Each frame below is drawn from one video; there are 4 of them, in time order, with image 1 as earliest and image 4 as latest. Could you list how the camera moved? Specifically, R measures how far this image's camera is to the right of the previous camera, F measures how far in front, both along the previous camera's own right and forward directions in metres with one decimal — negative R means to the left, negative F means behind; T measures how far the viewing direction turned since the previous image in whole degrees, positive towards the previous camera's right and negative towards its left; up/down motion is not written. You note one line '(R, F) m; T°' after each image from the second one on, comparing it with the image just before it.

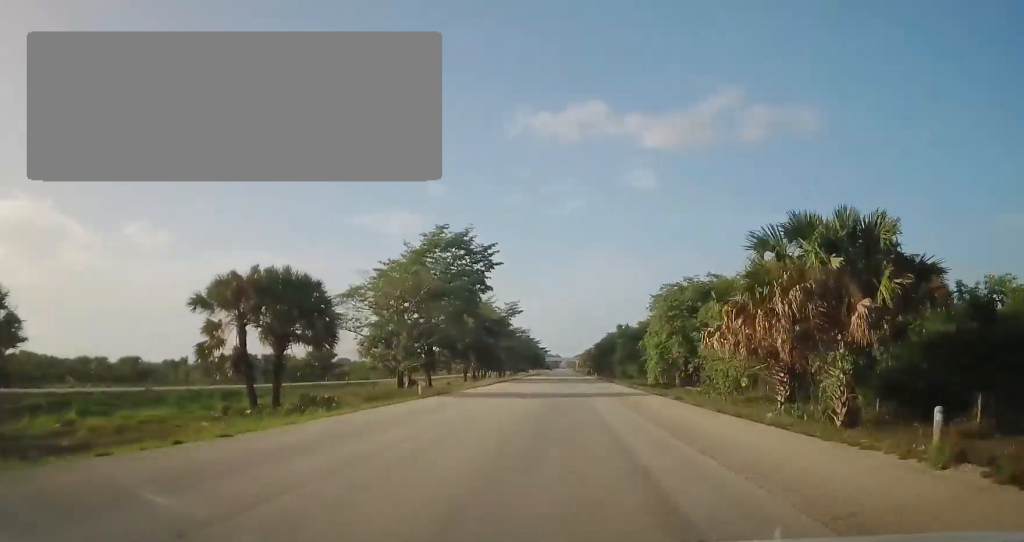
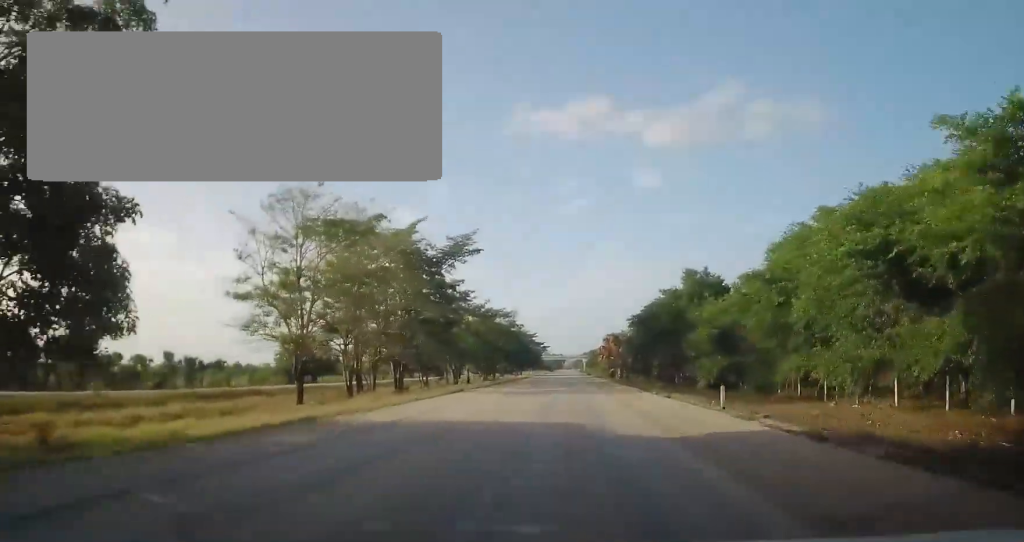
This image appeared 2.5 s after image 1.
(+0.2, +70.3) m; -1°
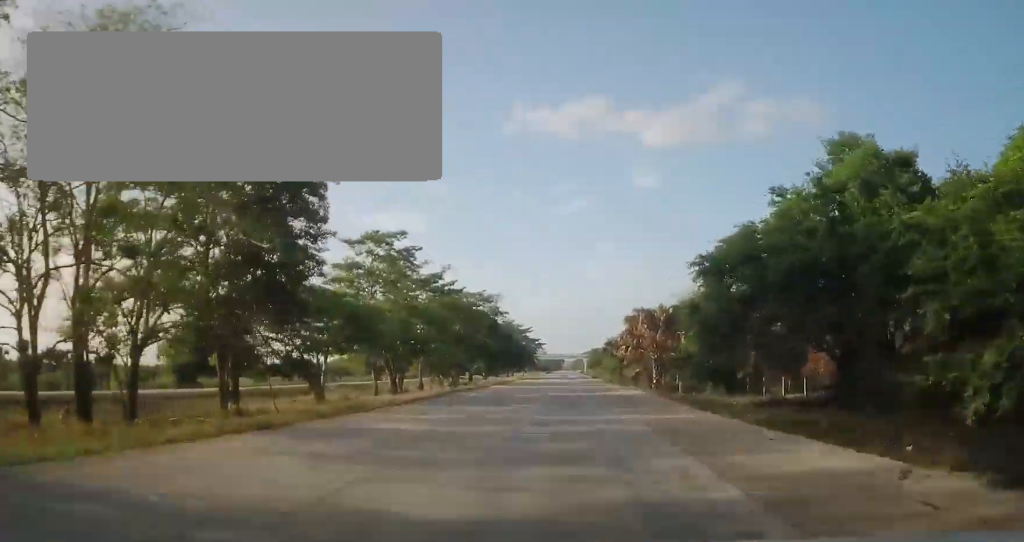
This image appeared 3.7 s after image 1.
(-0.1, +33.5) m; 0°
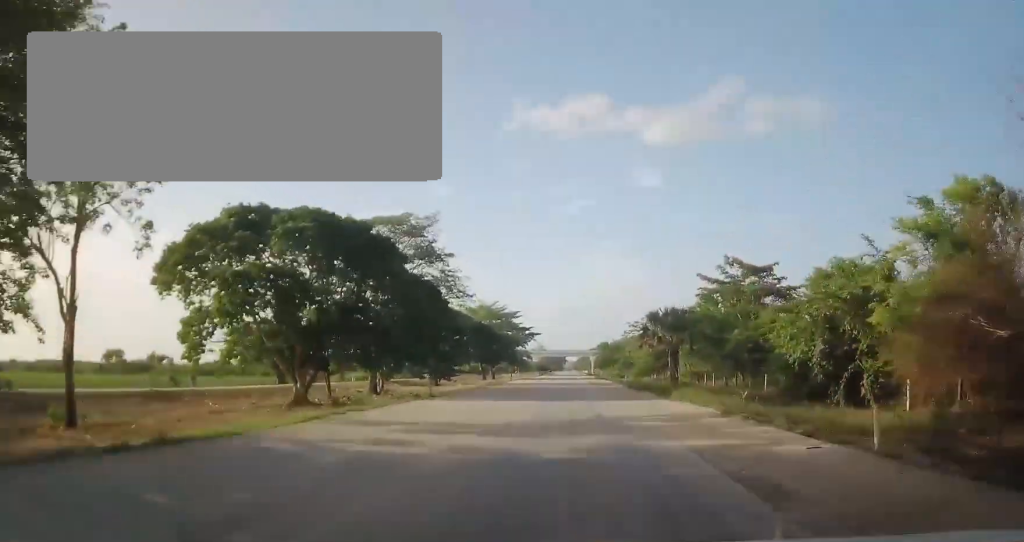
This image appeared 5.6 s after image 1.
(0.0, +55.7) m; 0°
